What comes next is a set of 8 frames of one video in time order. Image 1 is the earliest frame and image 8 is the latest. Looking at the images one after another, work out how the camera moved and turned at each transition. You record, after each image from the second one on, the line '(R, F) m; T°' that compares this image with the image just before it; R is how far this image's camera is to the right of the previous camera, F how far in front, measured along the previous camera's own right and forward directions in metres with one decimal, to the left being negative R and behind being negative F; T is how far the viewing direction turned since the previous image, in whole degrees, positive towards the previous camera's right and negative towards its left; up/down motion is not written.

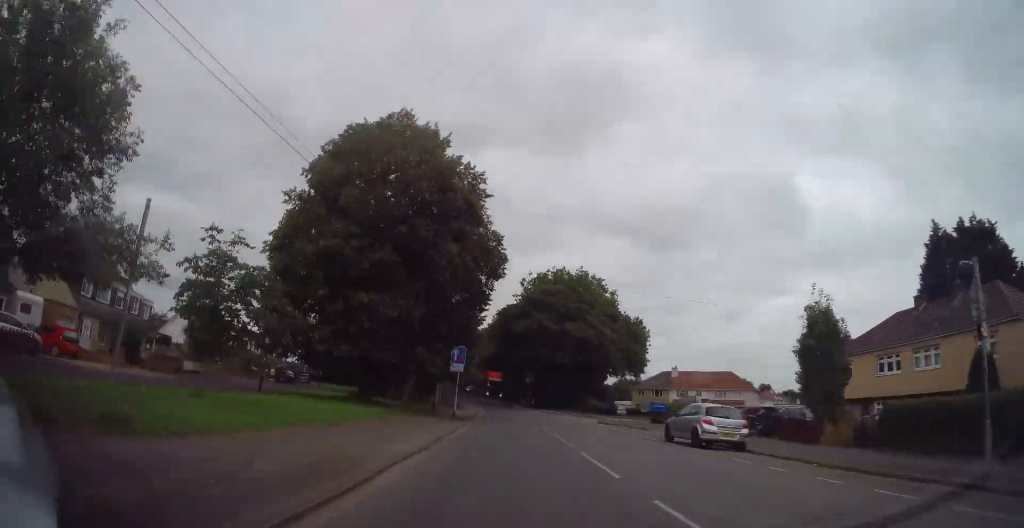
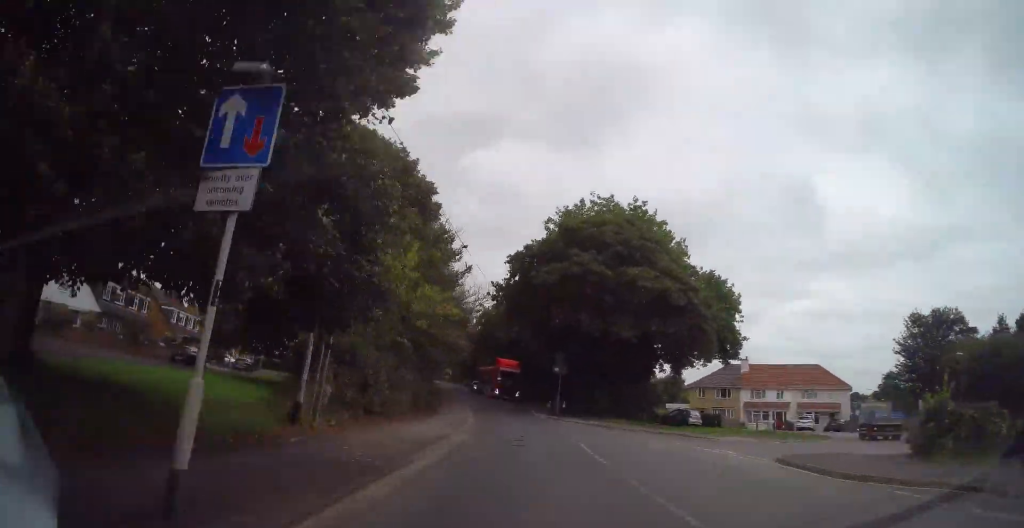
(-0.4, +23.3) m; -4°
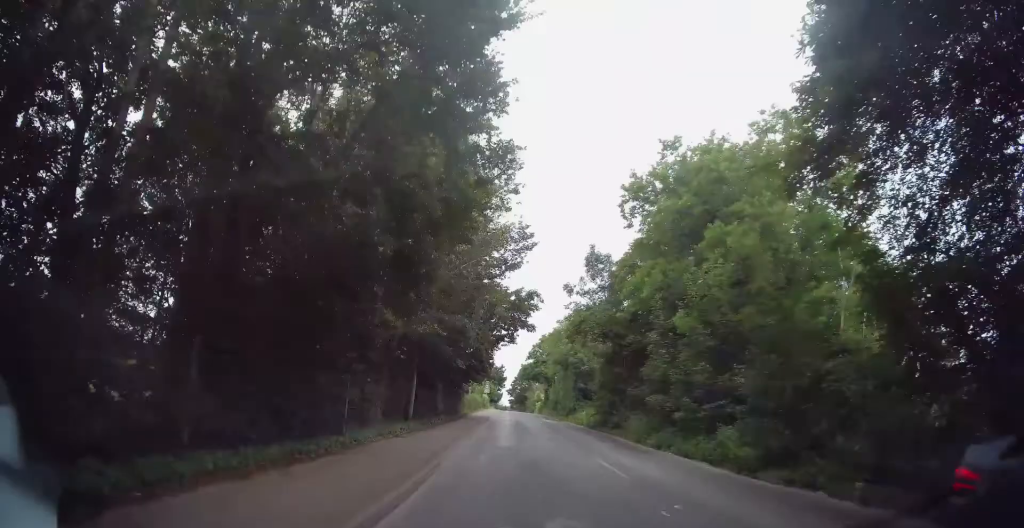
(-7.5, +64.6) m; -10°
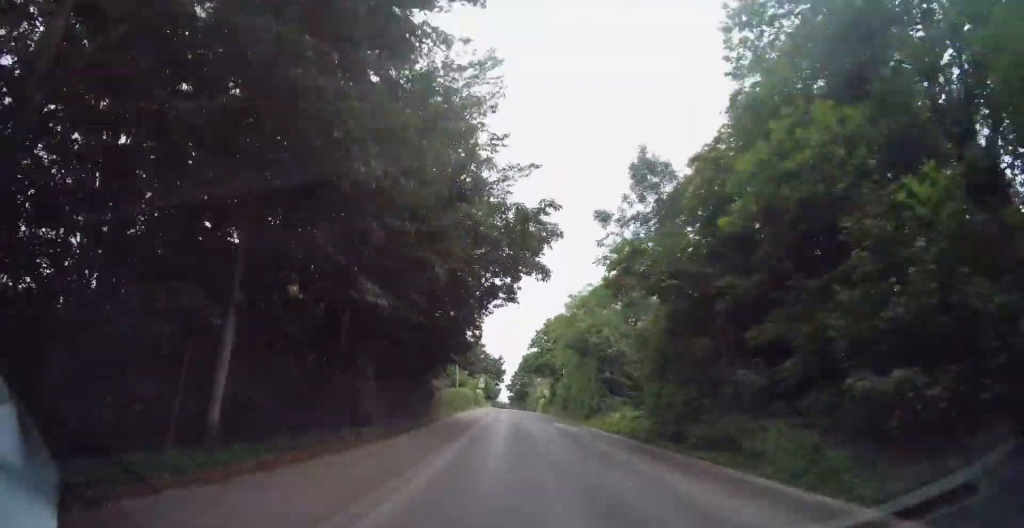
(-0.1, +12.7) m; 0°
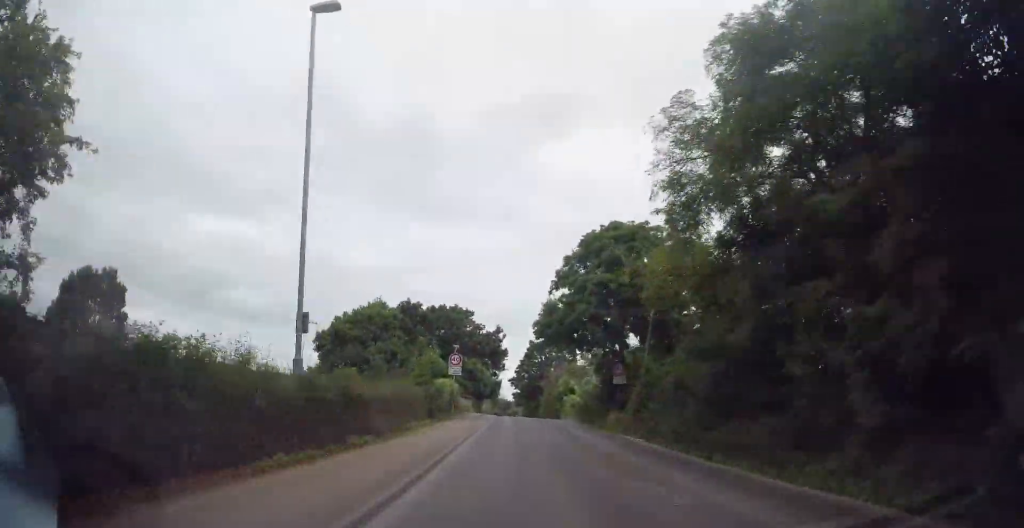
(+0.2, +35.7) m; +2°
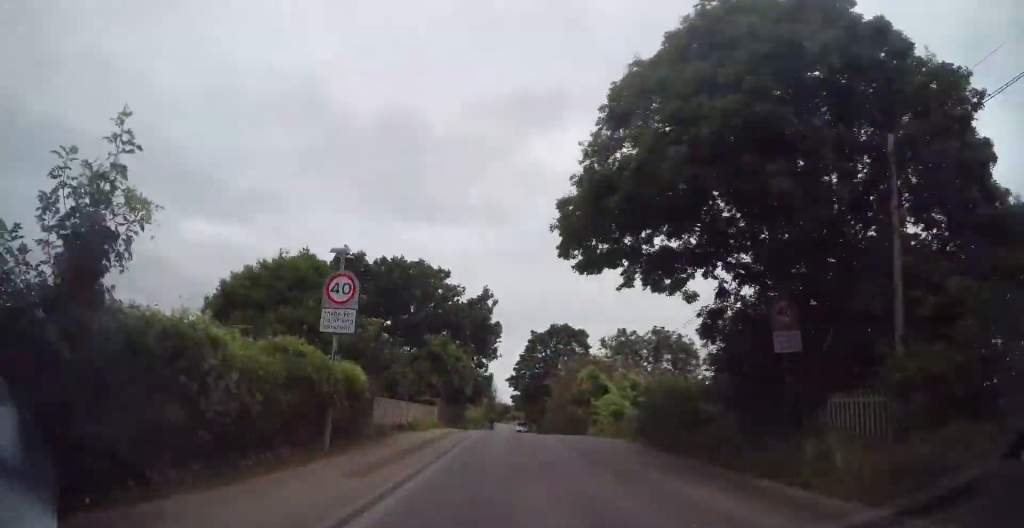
(+0.4, +21.6) m; +1°
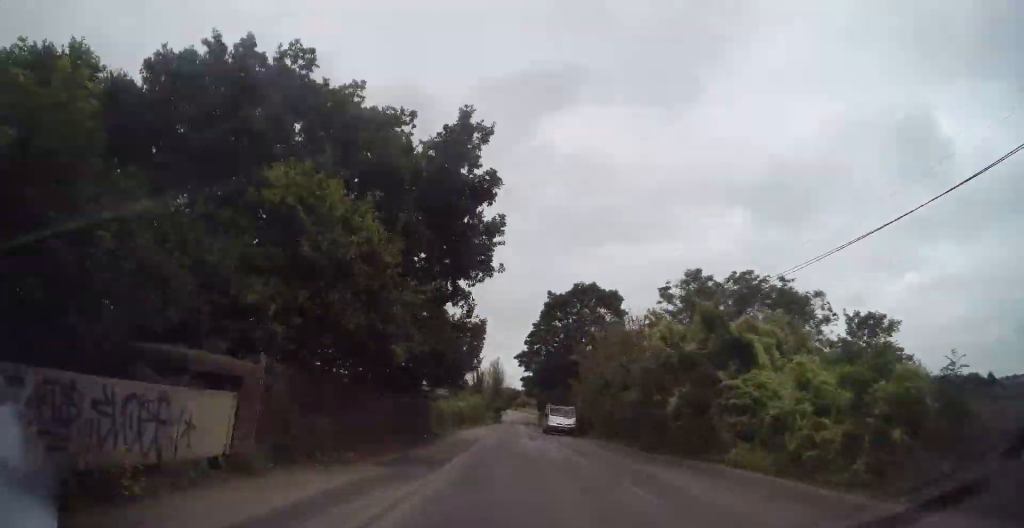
(+0.2, +21.1) m; 0°
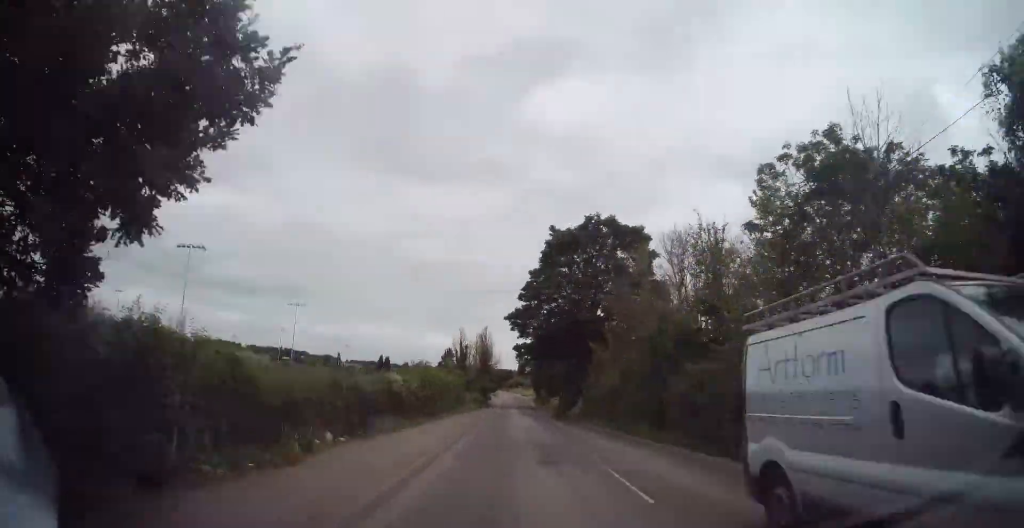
(-0.1, +18.2) m; 0°
